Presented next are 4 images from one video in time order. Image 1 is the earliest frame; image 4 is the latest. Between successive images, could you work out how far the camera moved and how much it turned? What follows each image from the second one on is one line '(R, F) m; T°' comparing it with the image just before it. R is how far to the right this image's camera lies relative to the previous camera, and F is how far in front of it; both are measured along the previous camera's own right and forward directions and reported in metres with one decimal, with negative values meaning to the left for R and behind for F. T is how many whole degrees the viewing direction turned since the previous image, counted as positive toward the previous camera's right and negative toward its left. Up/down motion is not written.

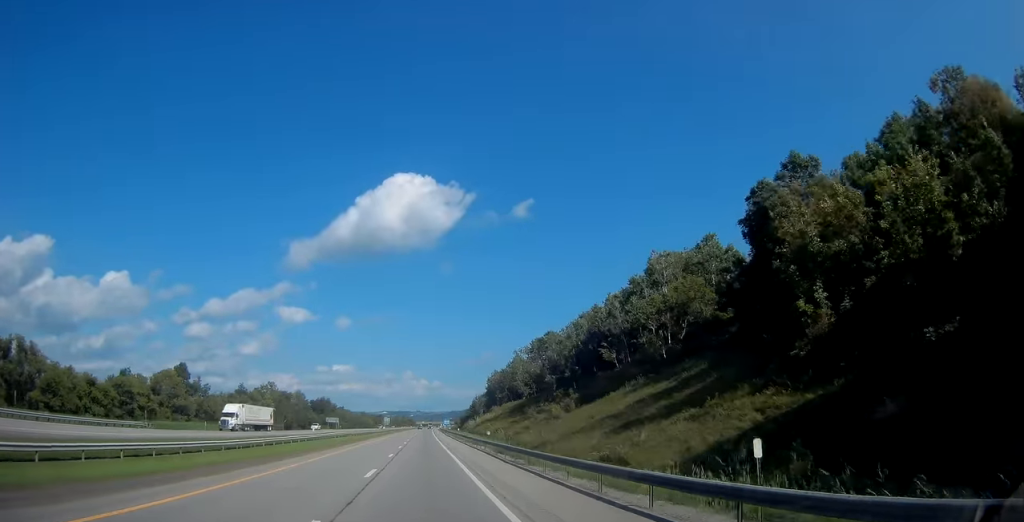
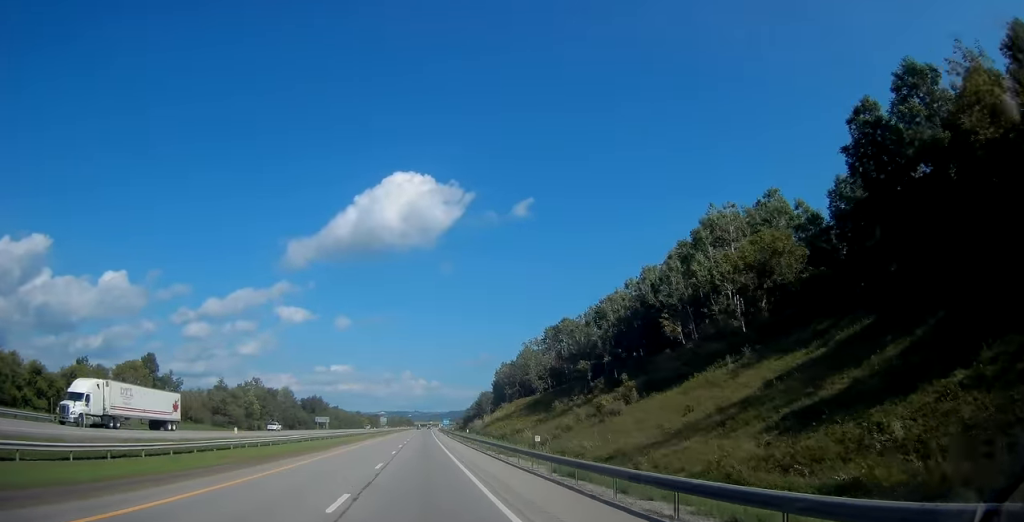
(+0.2, +20.5) m; +1°
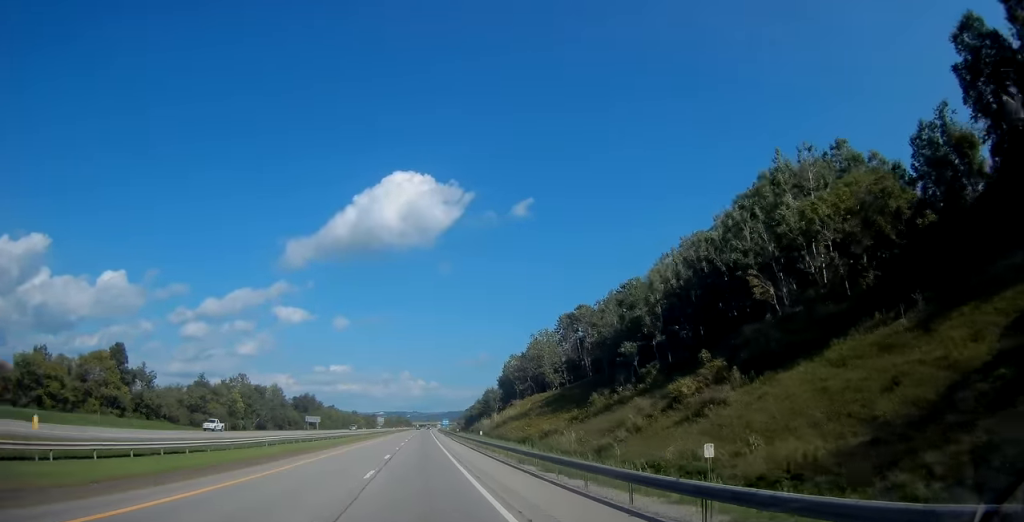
(0.0, +16.5) m; 0°
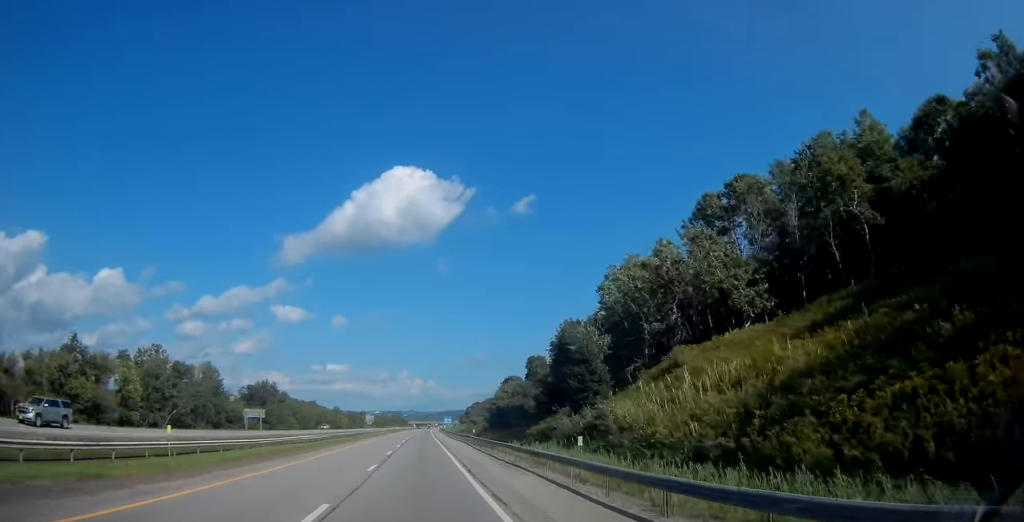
(-0.9, +71.0) m; -1°
